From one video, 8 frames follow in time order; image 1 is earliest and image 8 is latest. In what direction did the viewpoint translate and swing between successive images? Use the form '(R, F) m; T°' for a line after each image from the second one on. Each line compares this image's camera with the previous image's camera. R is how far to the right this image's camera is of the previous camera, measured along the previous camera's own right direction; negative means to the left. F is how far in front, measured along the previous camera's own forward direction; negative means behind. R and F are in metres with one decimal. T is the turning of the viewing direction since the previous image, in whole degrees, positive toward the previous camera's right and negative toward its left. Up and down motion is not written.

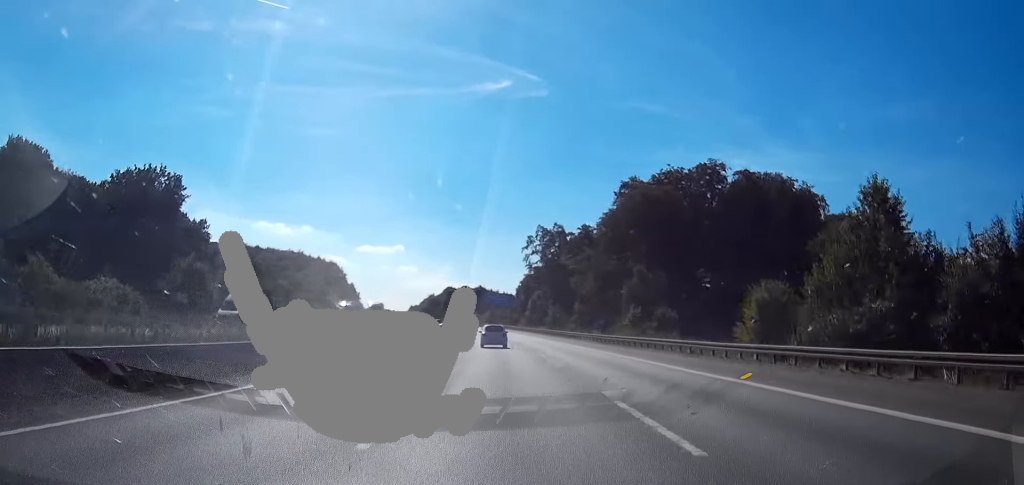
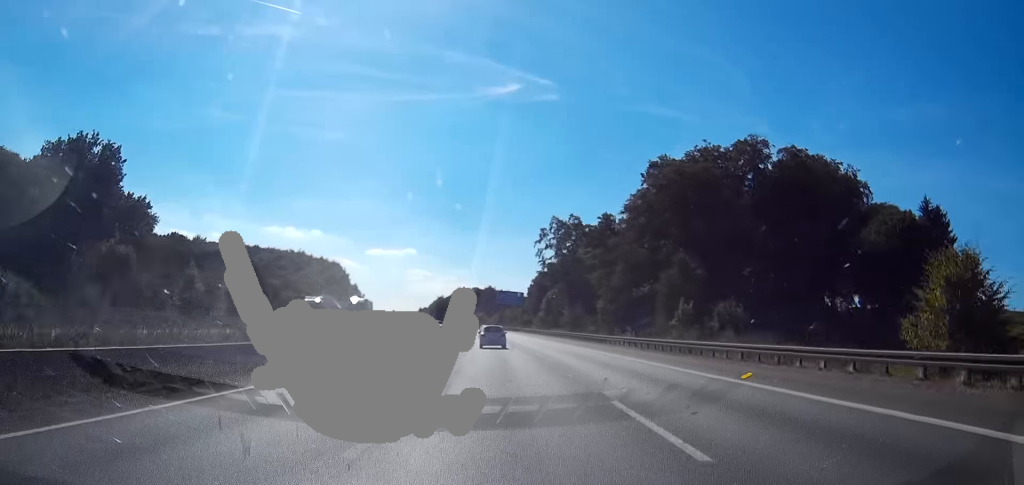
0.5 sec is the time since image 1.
(-0.1, +18.3) m; -1°
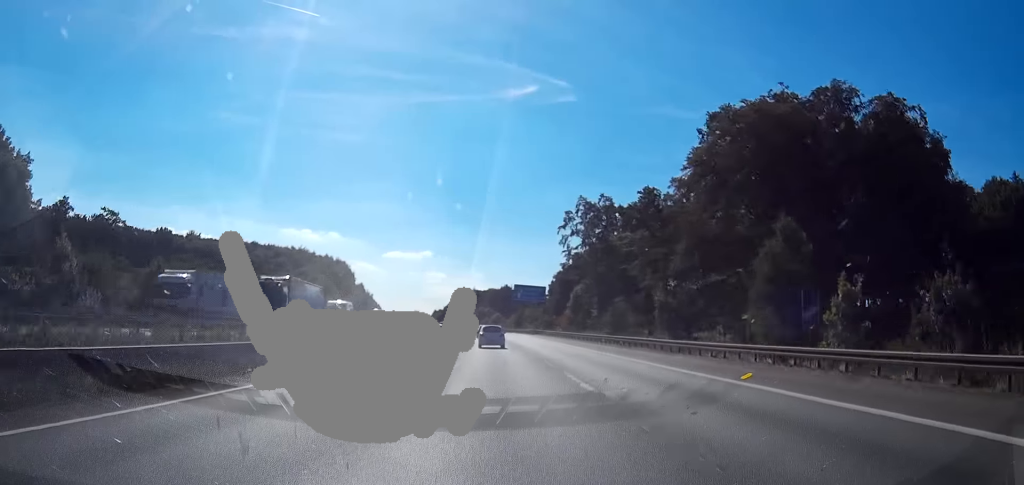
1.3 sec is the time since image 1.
(-0.1, +27.6) m; -1°
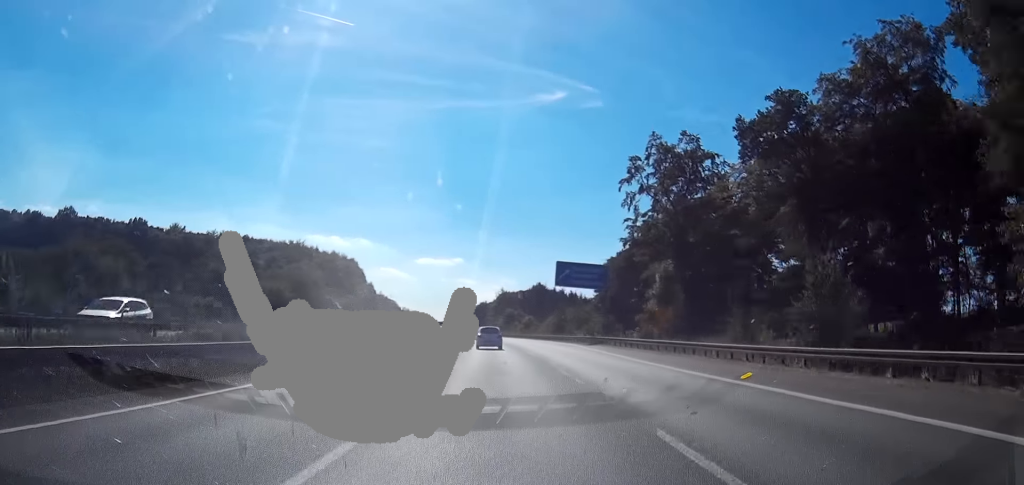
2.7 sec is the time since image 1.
(-1.2, +48.4) m; -3°
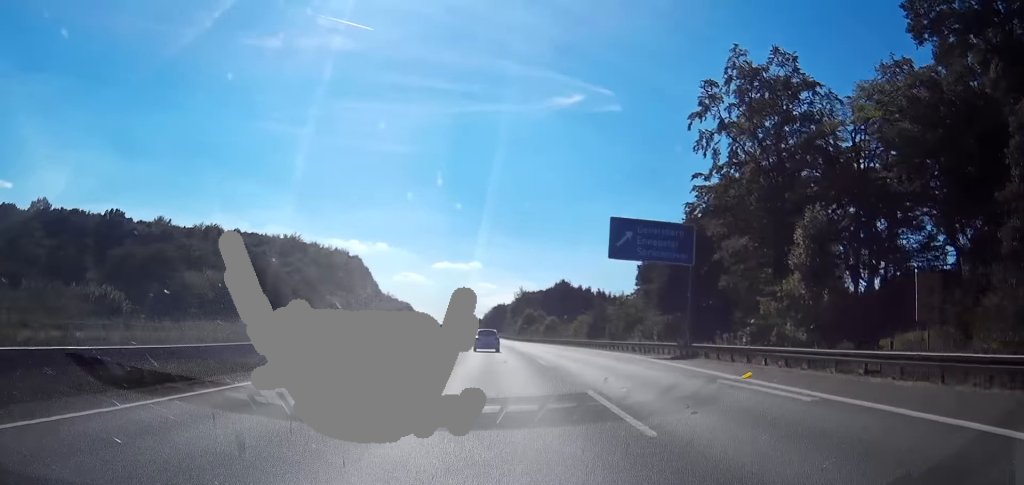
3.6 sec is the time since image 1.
(-0.4, +30.1) m; -1°
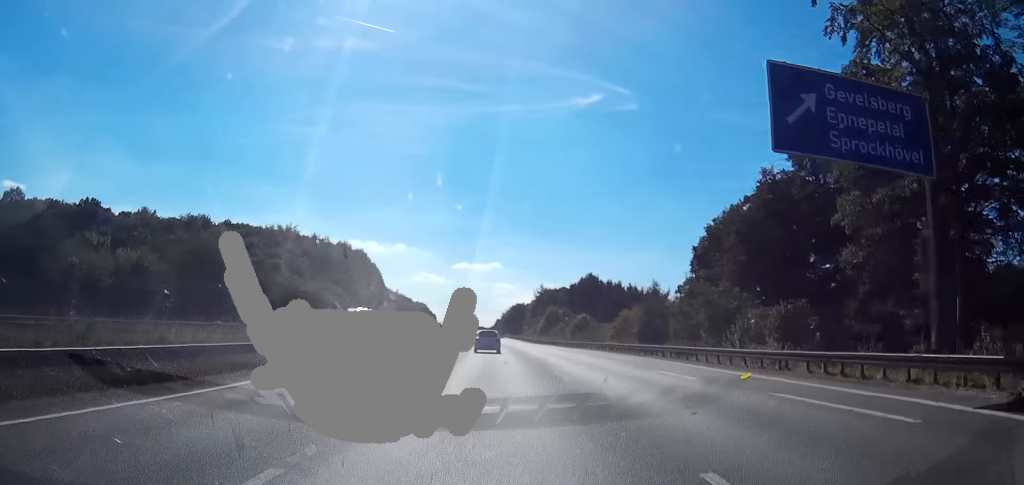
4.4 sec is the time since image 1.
(0.0, +26.8) m; -1°
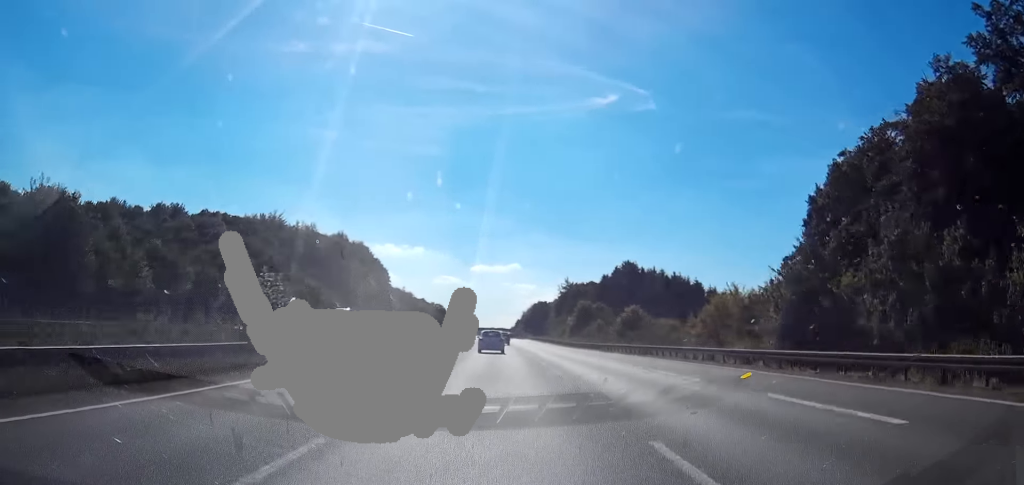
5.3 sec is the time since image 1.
(-0.4, +33.3) m; -1°
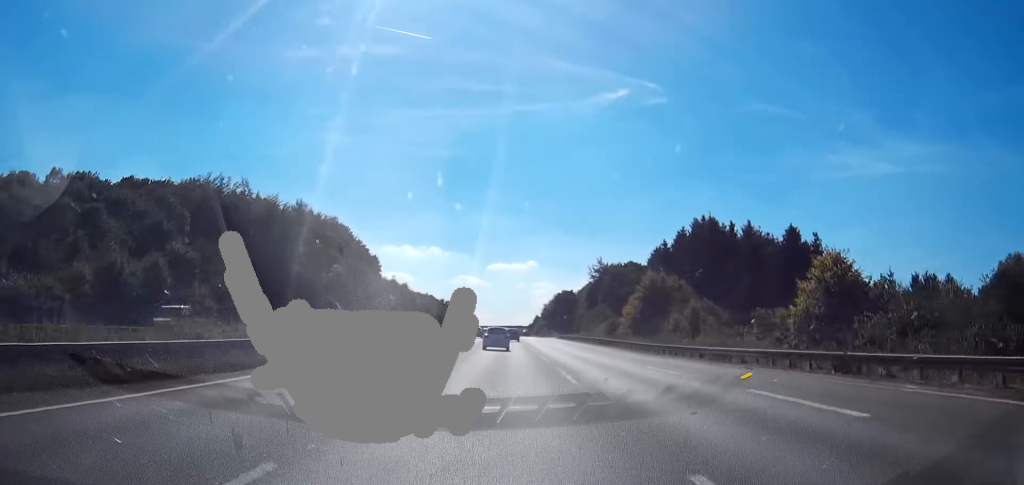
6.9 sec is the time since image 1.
(-0.7, +53.9) m; -1°
